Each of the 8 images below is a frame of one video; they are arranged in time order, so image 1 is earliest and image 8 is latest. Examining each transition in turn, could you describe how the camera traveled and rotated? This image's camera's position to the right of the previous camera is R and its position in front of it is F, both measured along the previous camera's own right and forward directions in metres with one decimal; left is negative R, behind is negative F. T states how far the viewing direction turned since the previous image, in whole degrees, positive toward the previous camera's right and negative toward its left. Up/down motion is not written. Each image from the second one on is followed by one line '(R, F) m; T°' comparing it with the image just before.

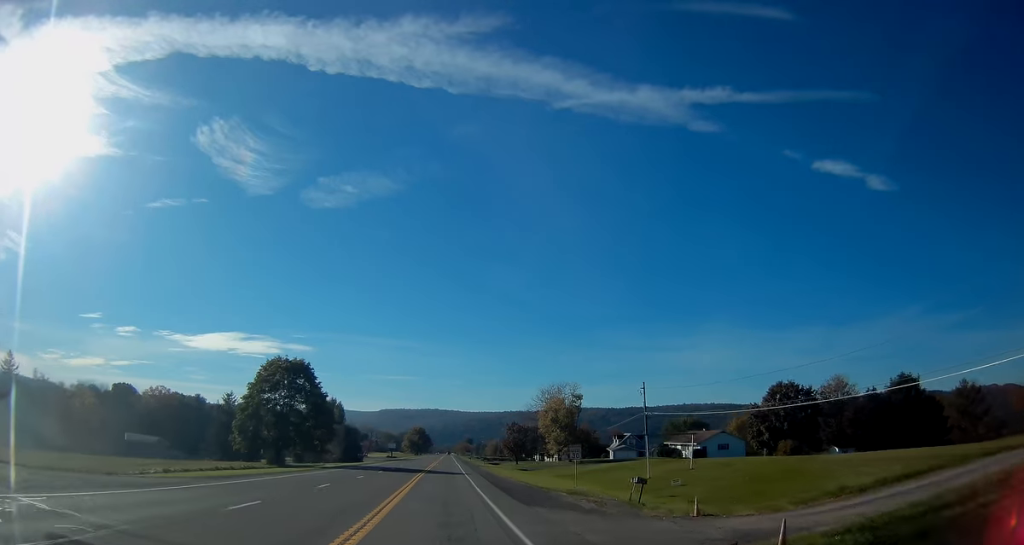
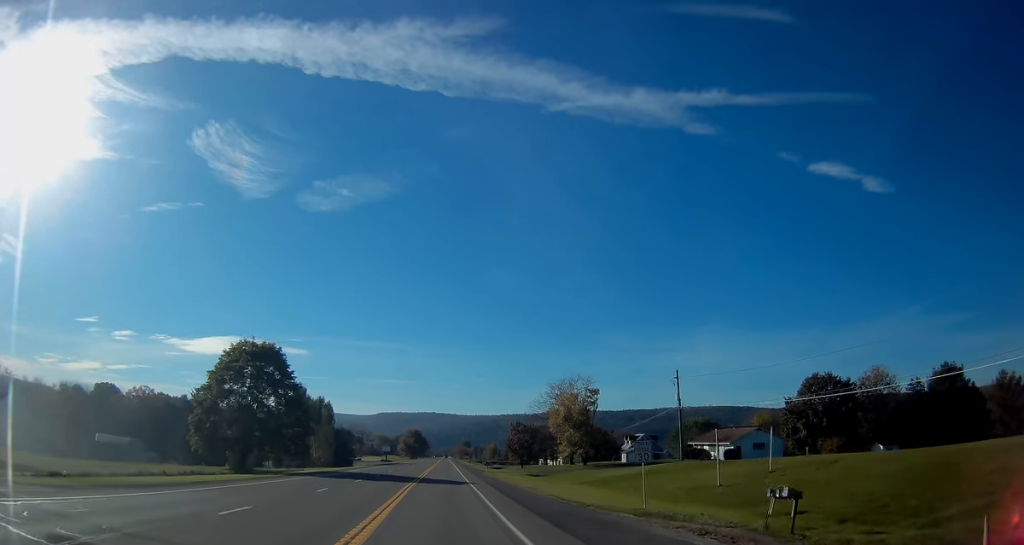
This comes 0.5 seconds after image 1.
(+0.1, +13.1) m; 0°
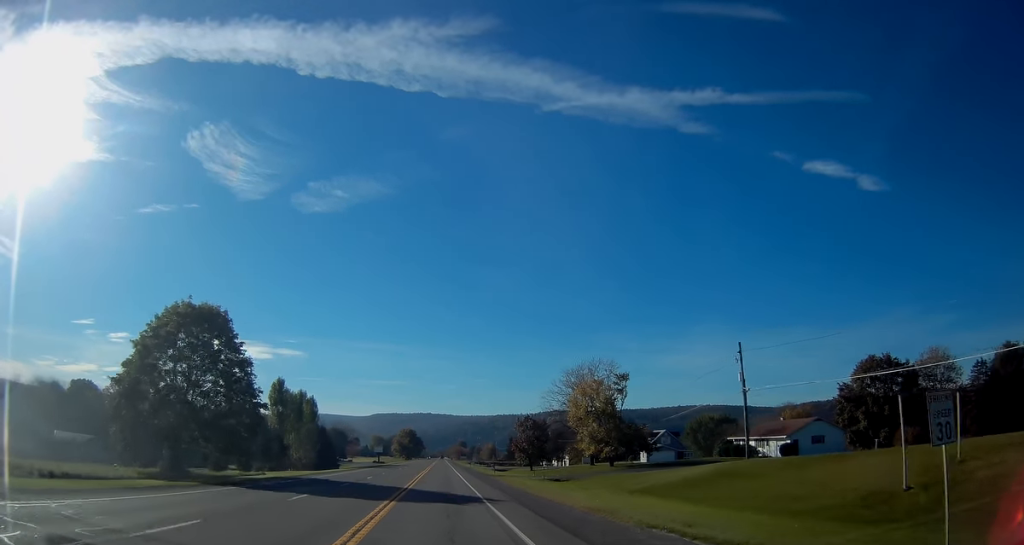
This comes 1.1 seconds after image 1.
(+0.2, +16.5) m; 0°
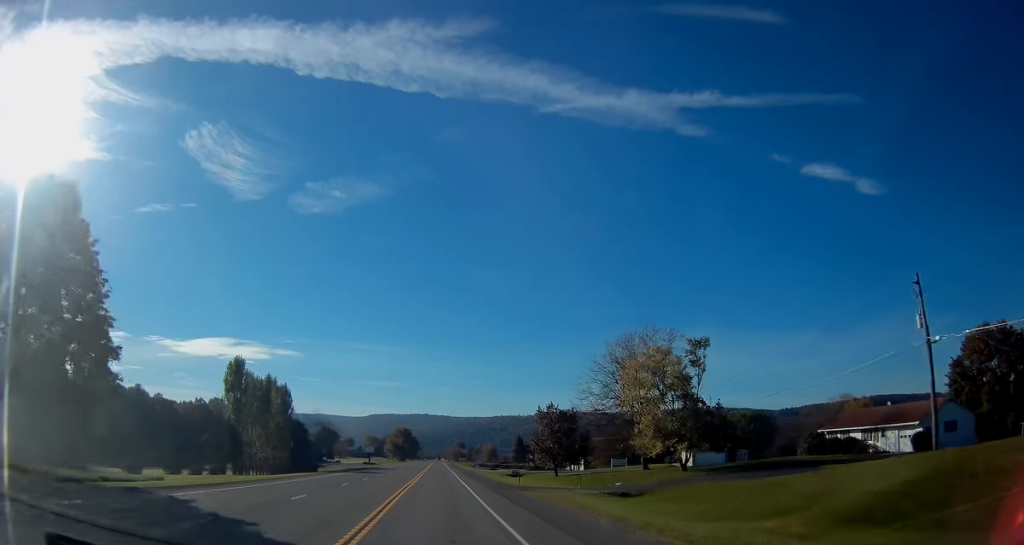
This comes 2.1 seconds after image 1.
(0.0, +23.8) m; +1°
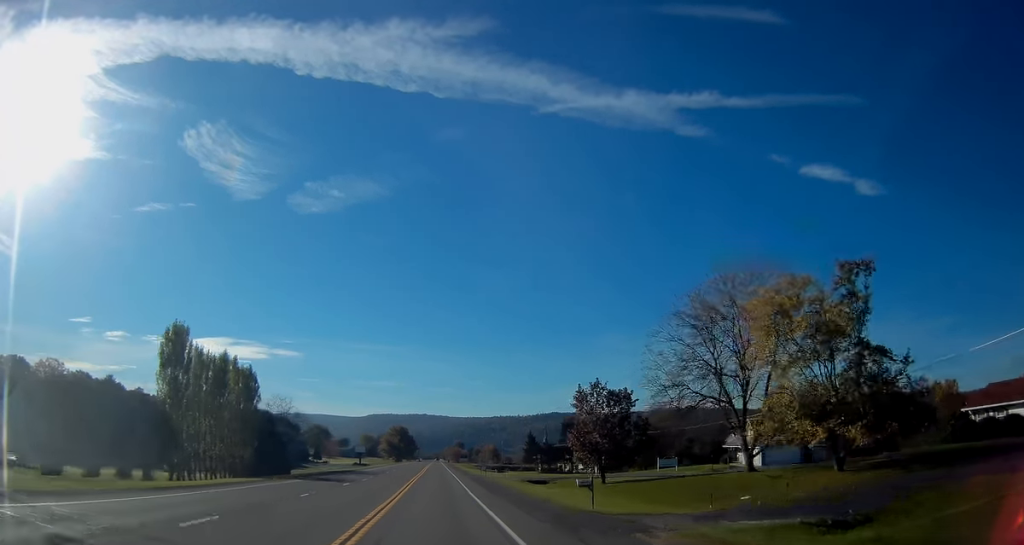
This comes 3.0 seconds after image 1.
(+0.3, +22.8) m; 0°
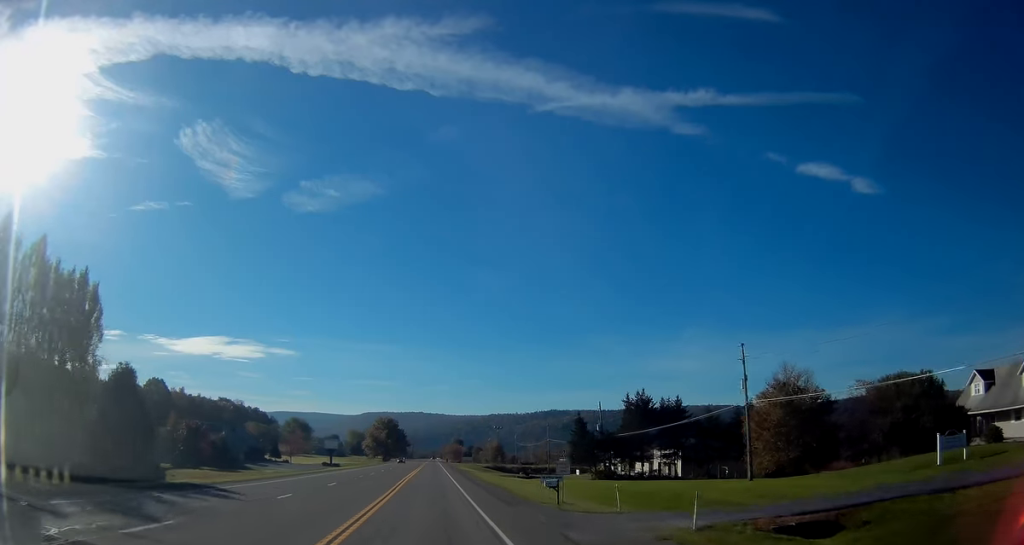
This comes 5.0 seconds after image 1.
(+0.1, +50.7) m; +1°
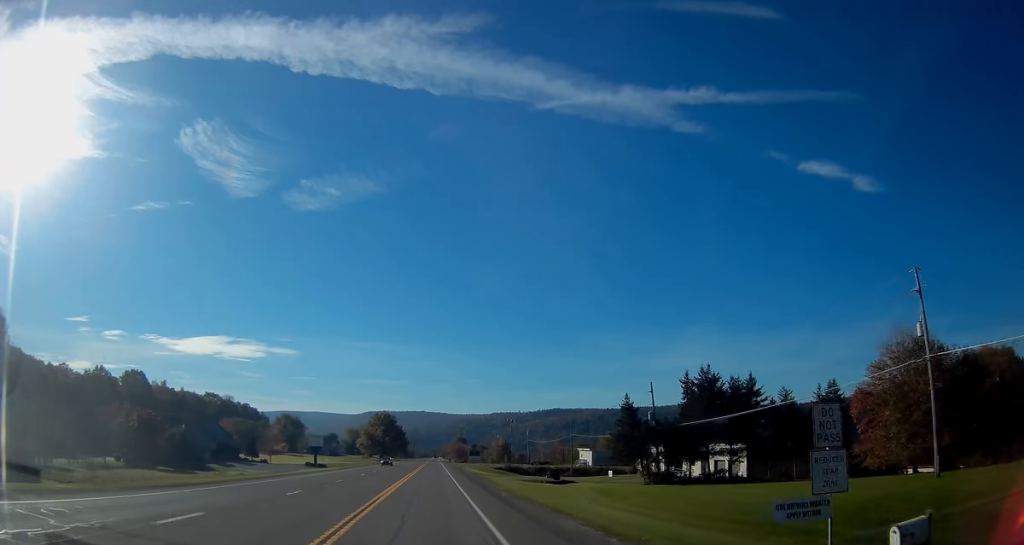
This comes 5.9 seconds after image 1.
(0.0, +22.2) m; 0°
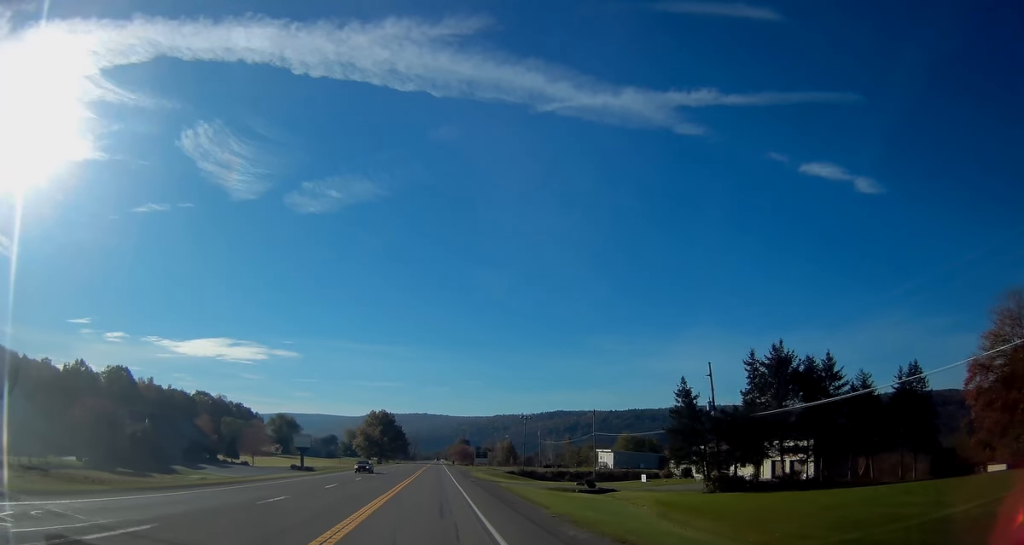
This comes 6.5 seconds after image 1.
(0.0, +15.5) m; 0°
